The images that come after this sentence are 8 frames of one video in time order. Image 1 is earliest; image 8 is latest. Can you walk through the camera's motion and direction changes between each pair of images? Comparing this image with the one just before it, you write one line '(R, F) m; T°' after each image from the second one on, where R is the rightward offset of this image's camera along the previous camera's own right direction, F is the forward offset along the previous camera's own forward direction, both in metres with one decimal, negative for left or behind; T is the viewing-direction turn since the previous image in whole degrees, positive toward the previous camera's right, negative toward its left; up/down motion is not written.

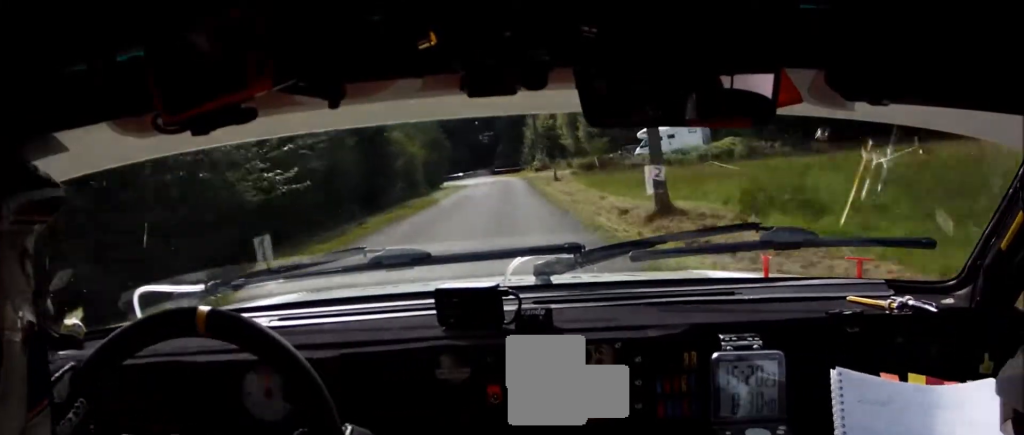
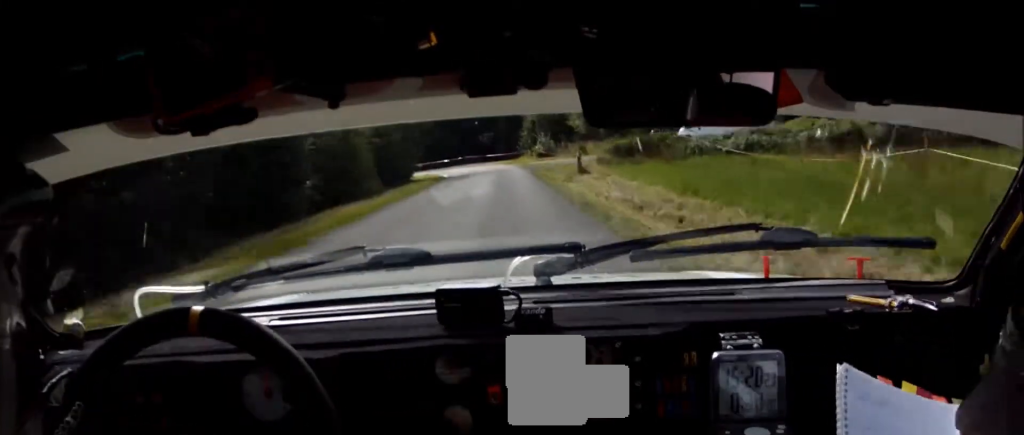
(0.0, +19.3) m; 0°
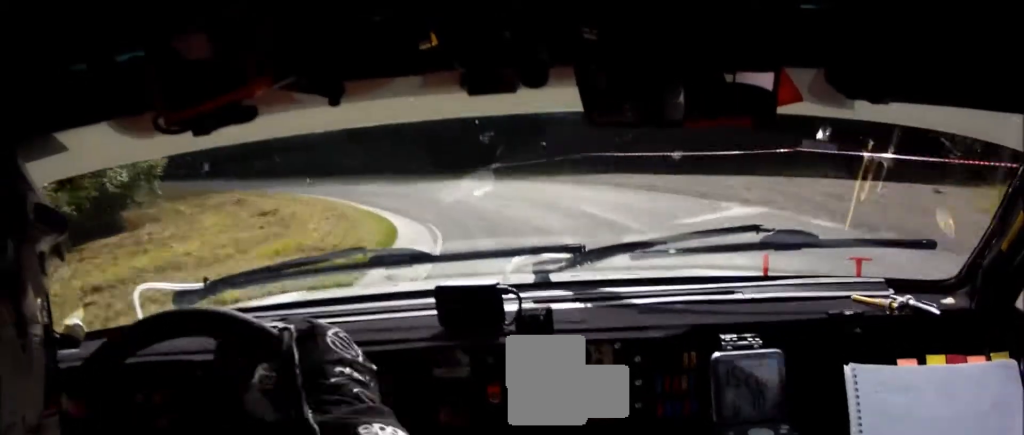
(-5.0, +69.2) m; -22°
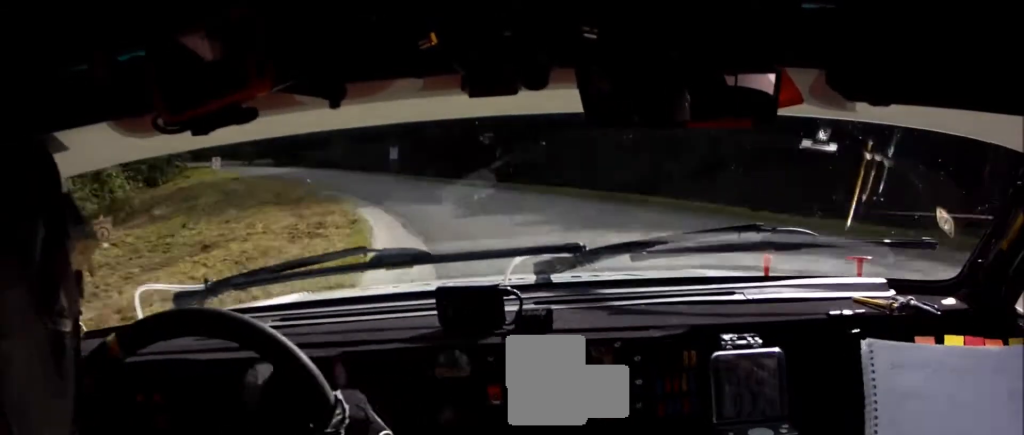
(-3.9, +22.7) m; -20°
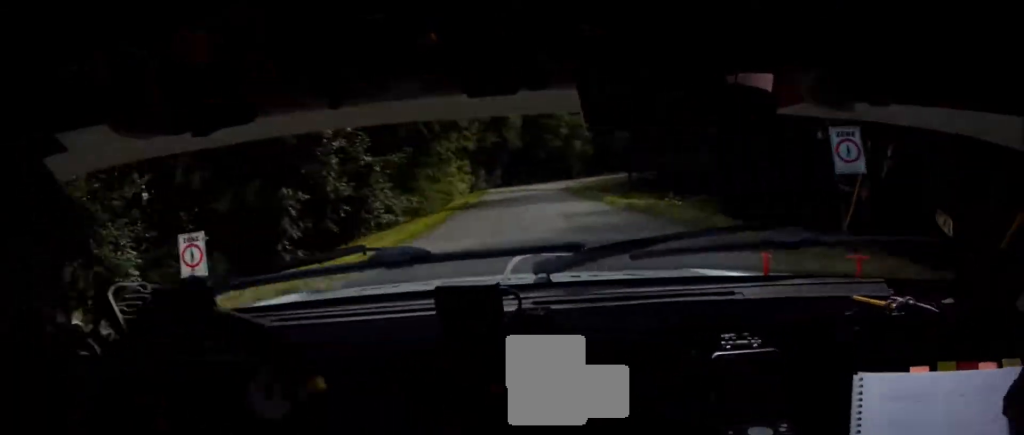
(-5.7, +26.8) m; -19°
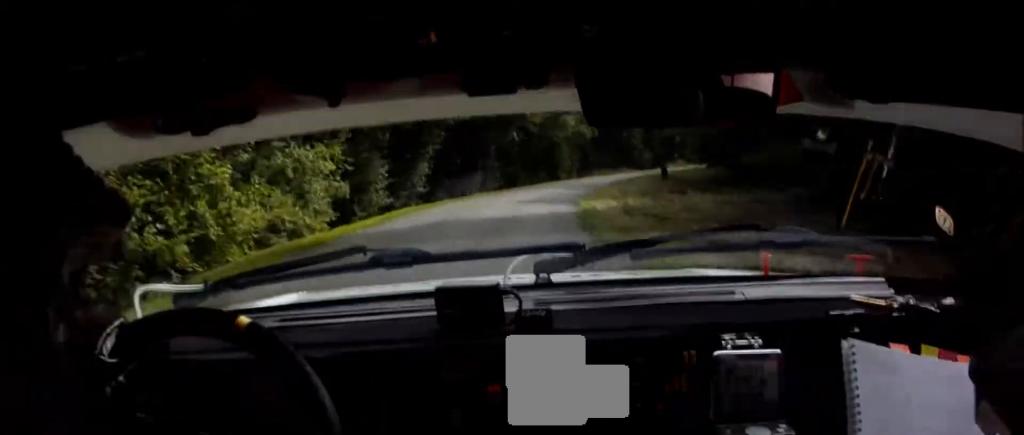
(-5.1, +37.7) m; -8°
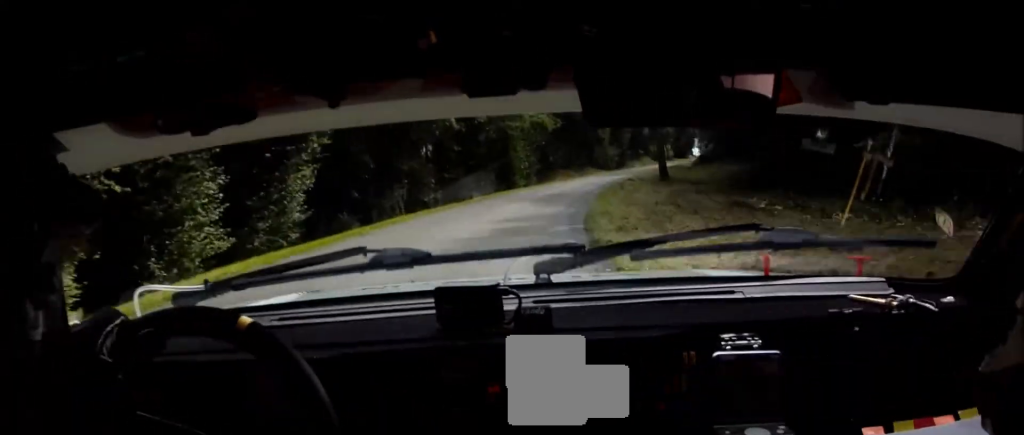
(+0.3, +14.9) m; +3°
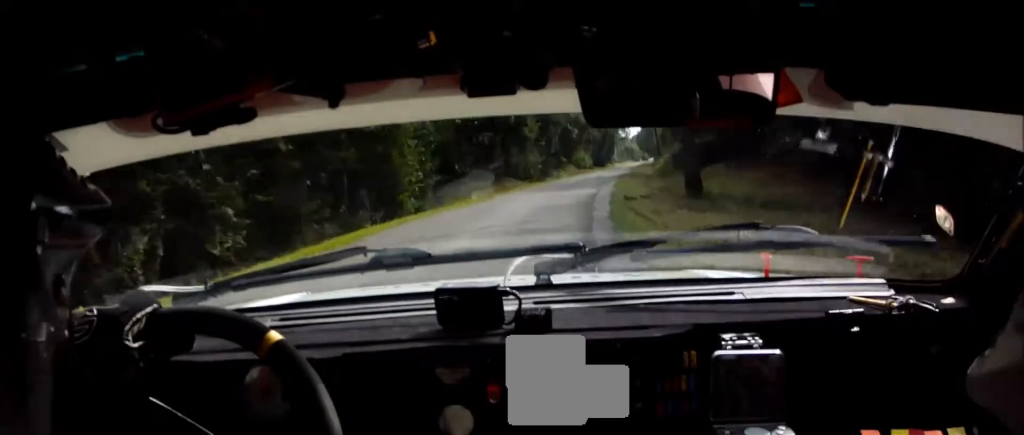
(+0.1, +19.2) m; +4°
